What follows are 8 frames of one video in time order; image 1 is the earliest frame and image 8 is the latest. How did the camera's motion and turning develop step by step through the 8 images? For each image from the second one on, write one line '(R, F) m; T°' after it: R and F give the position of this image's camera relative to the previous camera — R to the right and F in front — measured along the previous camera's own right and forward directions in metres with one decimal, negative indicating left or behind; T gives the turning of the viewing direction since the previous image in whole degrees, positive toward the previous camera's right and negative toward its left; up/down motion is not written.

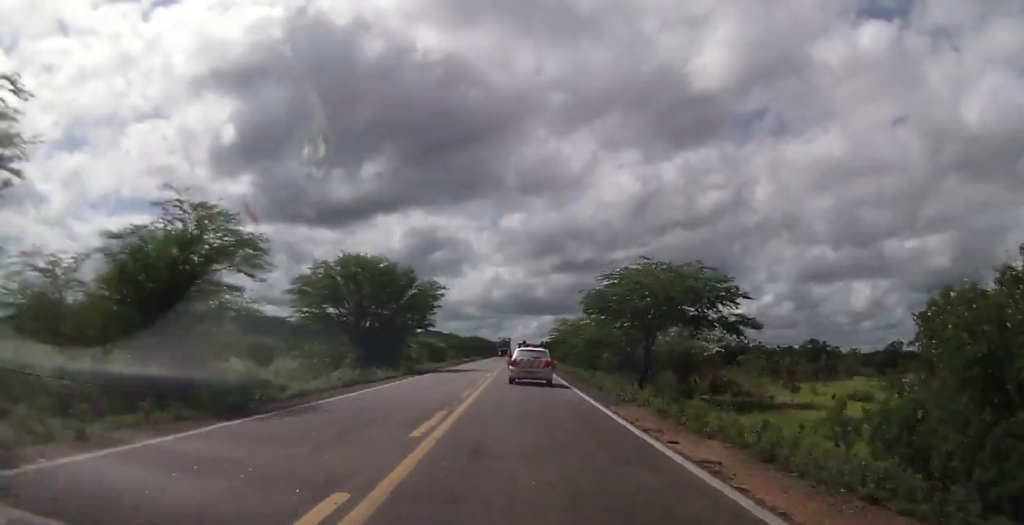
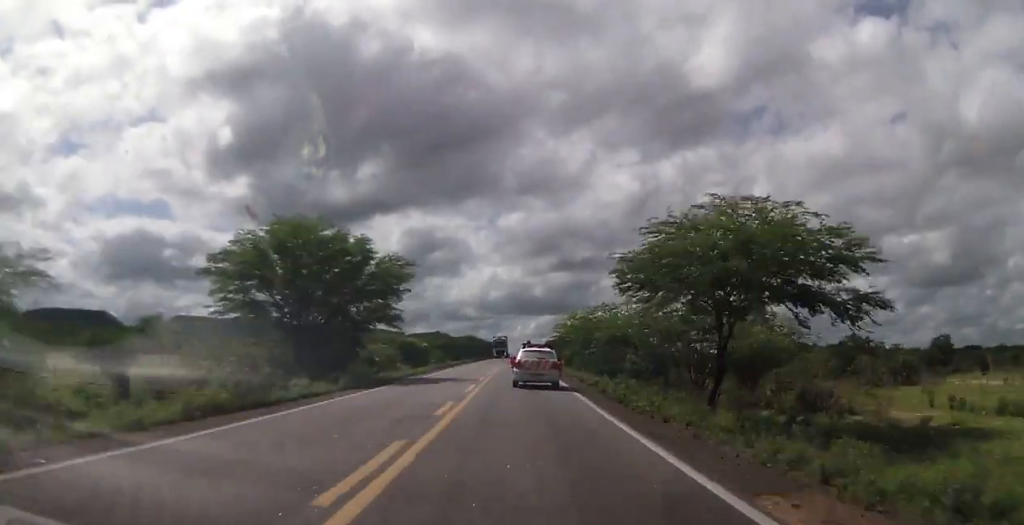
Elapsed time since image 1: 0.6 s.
(0.0, +11.0) m; 0°
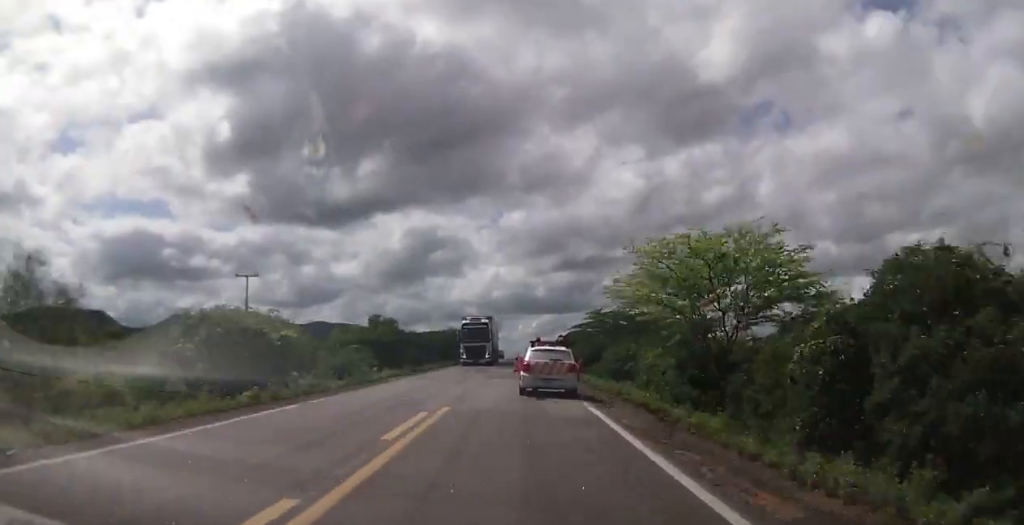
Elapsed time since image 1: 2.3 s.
(-0.3, +33.9) m; 0°
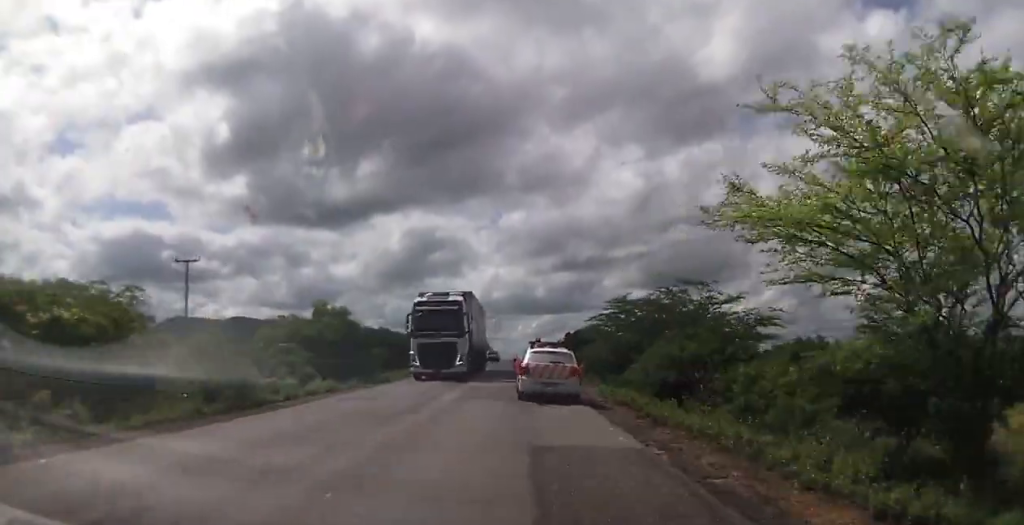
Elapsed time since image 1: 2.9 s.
(+0.1, +12.8) m; 0°
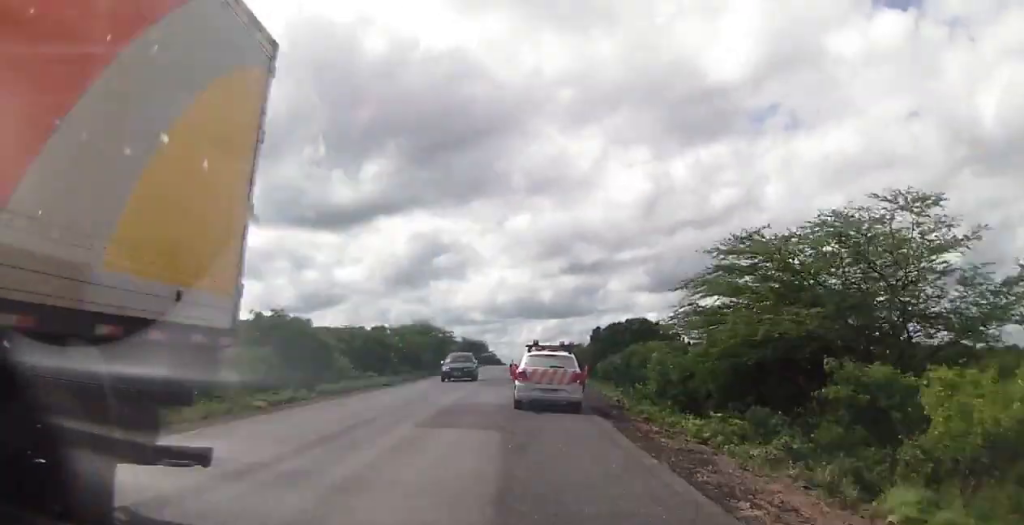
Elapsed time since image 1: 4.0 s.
(0.0, +22.8) m; -1°
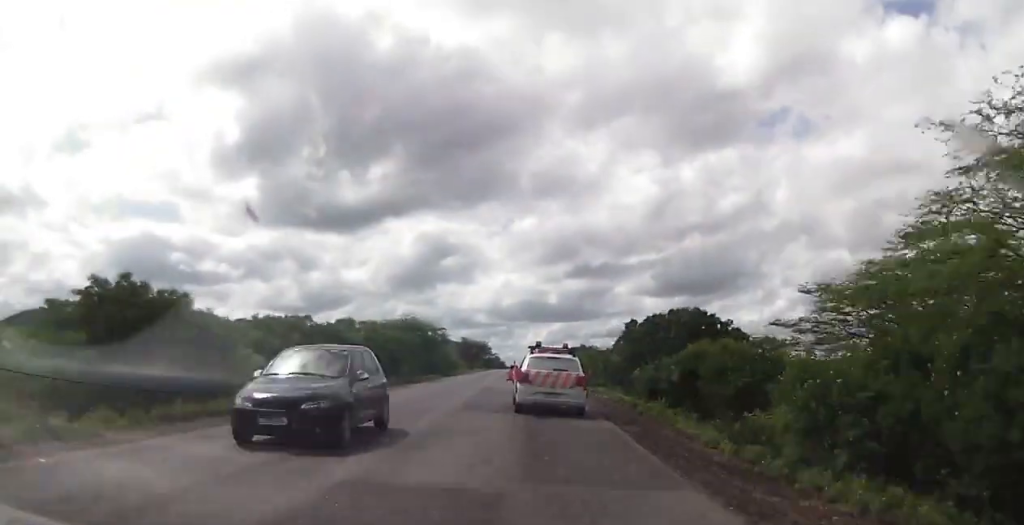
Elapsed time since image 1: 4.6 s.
(-0.1, +11.8) m; 0°
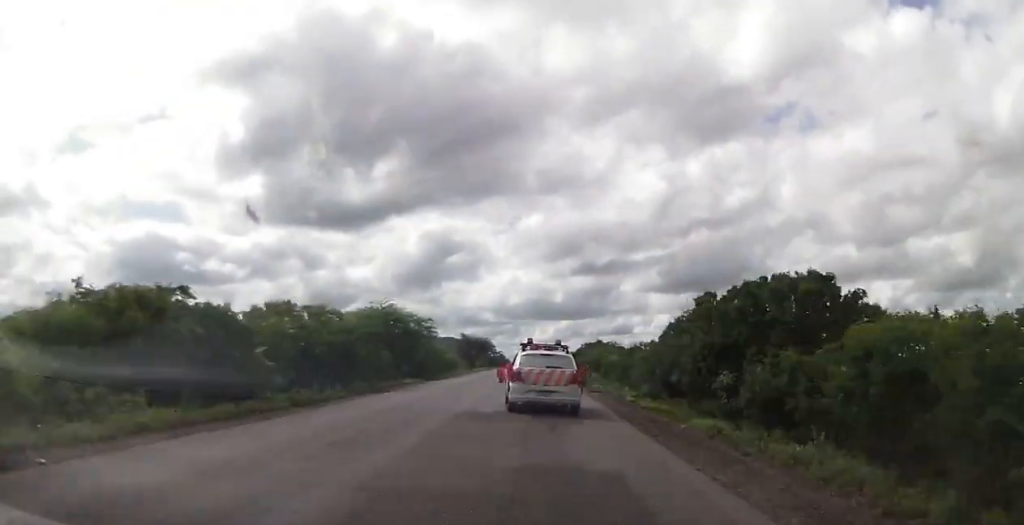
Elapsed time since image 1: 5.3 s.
(0.0, +12.4) m; 0°
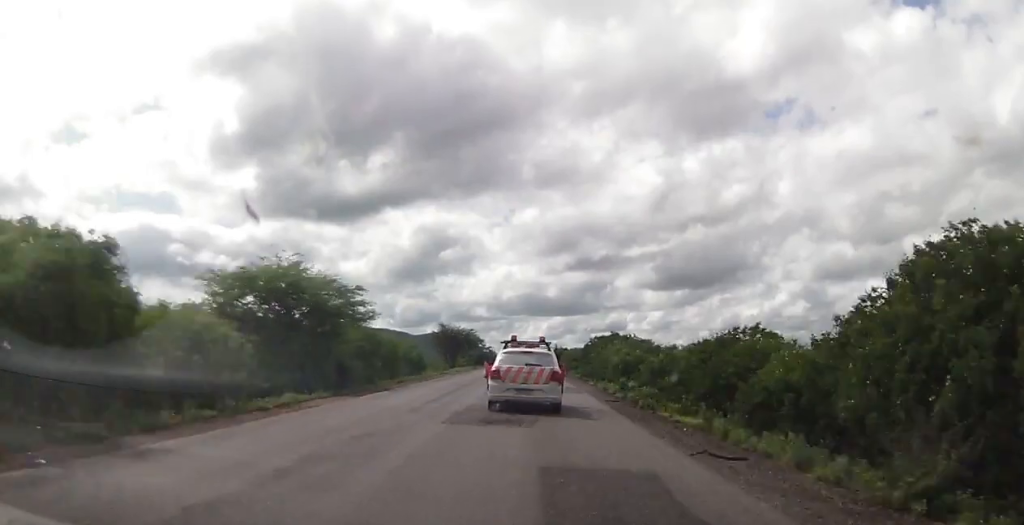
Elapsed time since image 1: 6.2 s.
(+0.1, +18.7) m; +1°
